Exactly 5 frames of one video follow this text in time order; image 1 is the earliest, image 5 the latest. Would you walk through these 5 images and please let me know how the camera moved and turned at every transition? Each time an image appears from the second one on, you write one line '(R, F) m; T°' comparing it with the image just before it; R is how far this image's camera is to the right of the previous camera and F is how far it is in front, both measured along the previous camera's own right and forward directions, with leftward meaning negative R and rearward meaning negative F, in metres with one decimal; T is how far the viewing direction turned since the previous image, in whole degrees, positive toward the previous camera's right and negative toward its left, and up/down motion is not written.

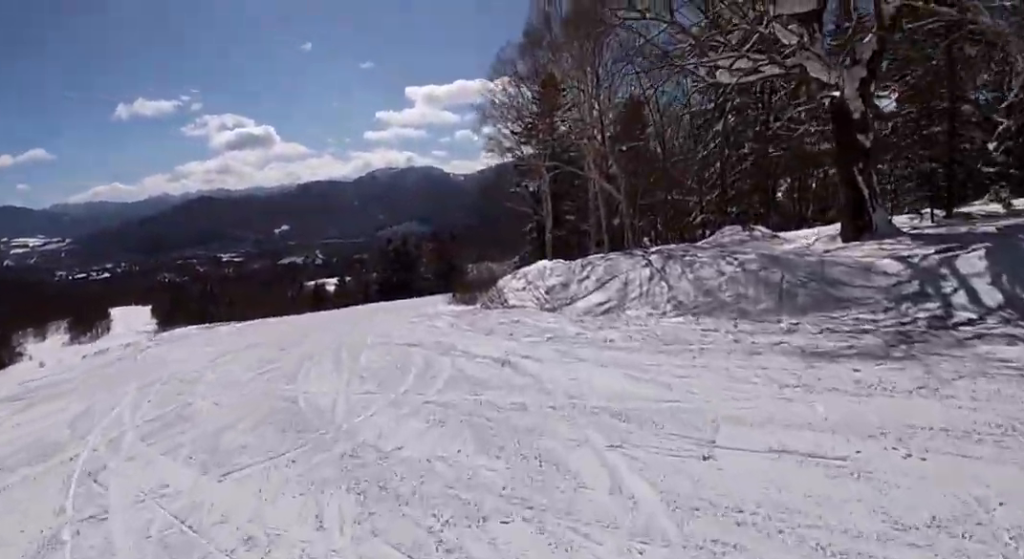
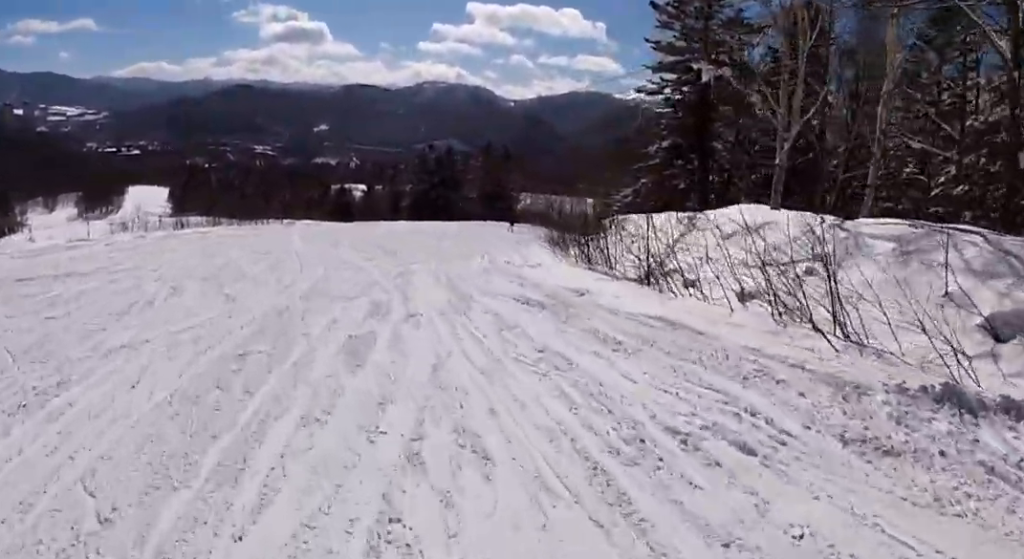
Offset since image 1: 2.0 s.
(-2.9, +20.0) m; -8°
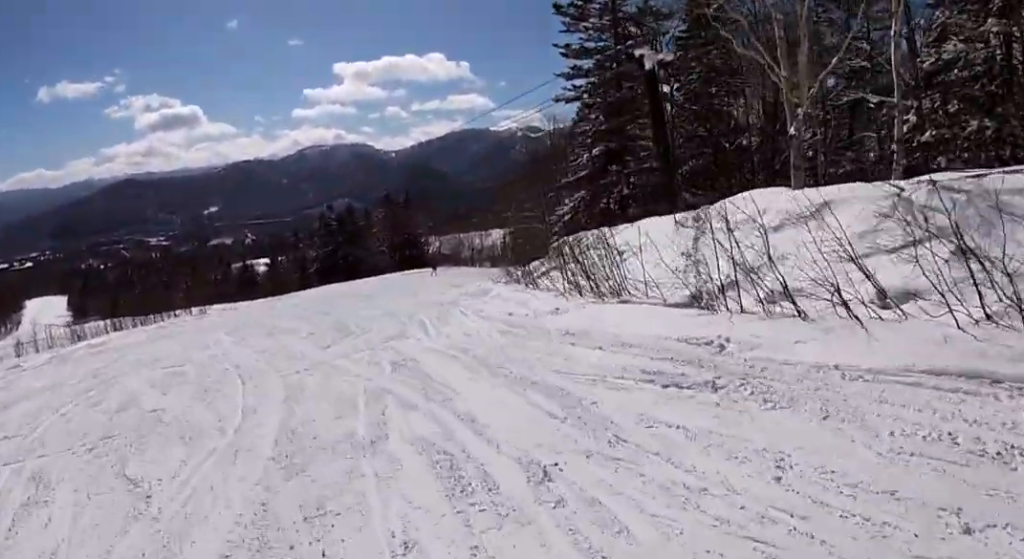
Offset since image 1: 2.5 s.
(-0.1, +5.3) m; +6°
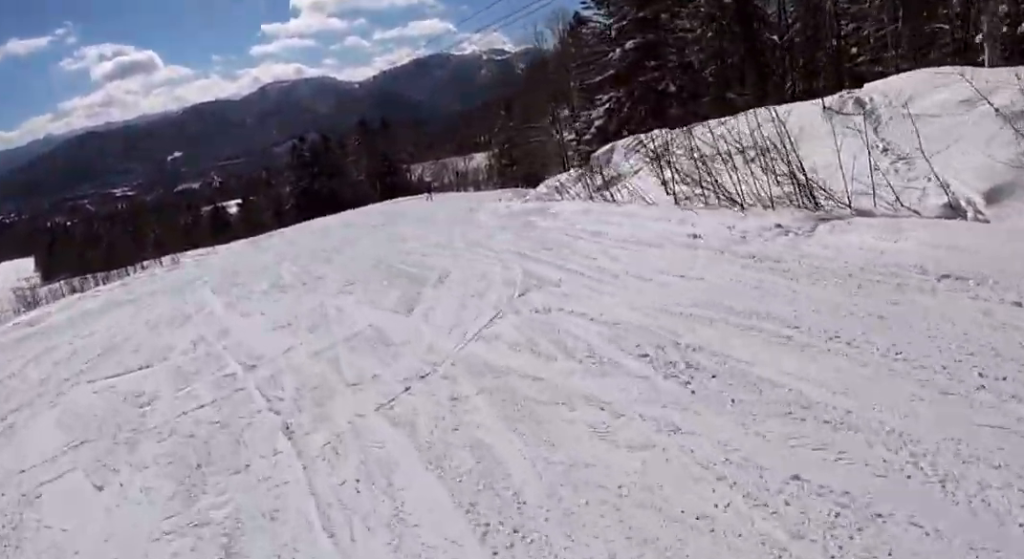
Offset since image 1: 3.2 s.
(+0.8, +6.6) m; +10°
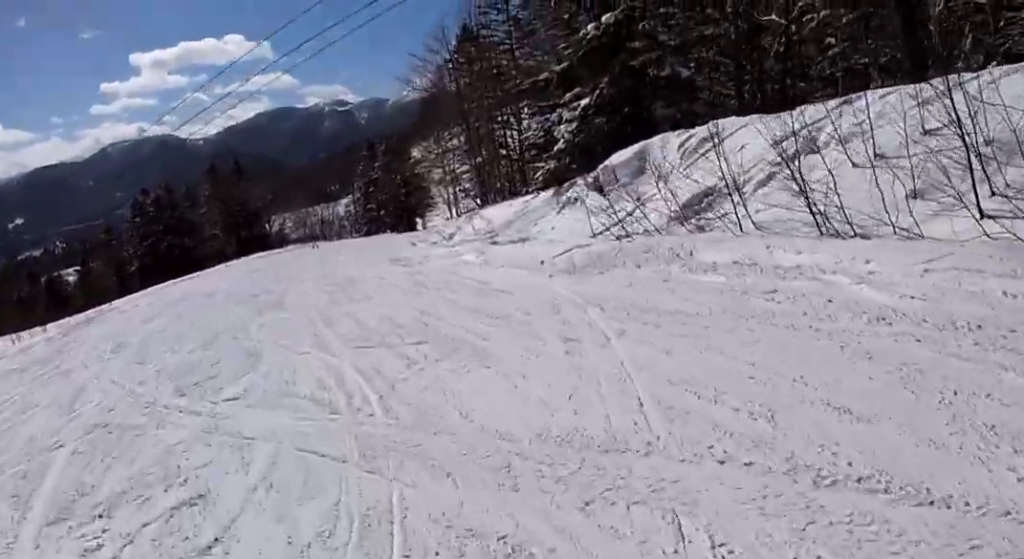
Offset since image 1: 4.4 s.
(+2.3, +12.9) m; +10°
